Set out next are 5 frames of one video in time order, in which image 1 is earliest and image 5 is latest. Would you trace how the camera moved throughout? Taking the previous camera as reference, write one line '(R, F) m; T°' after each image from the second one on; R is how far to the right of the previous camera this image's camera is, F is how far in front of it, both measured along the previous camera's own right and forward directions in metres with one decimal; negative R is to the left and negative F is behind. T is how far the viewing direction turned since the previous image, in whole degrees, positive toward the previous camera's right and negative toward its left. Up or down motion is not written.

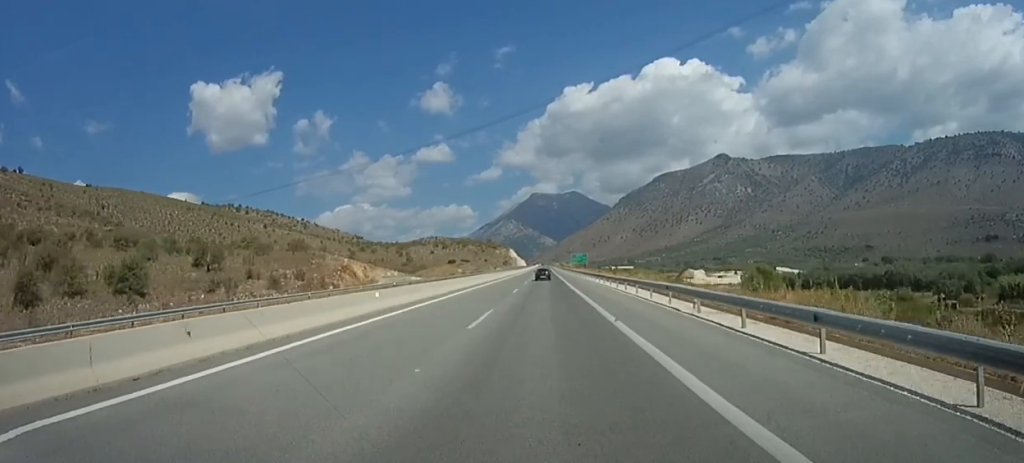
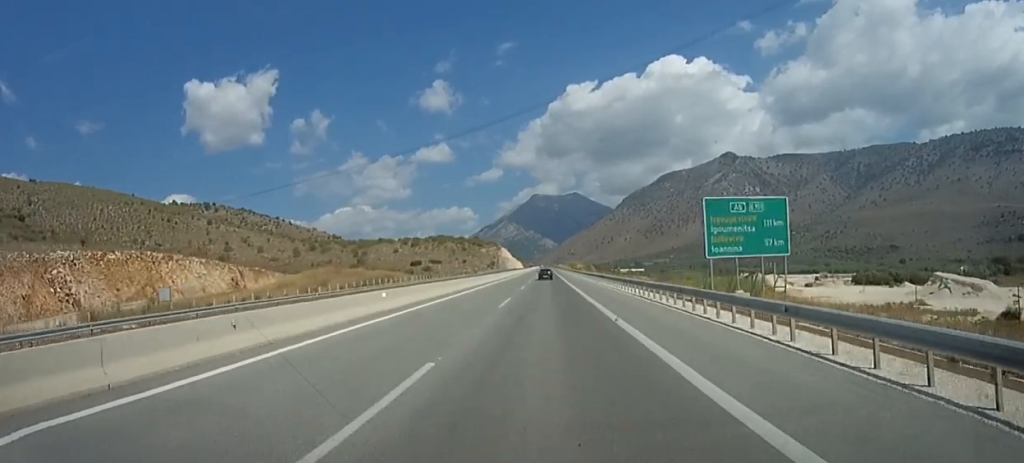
(+0.1, +117.4) m; 0°
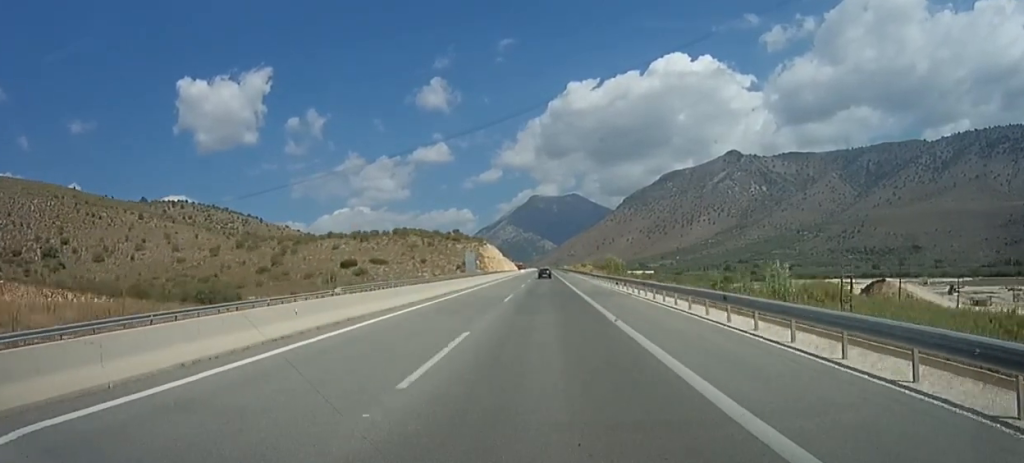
(-1.6, +103.7) m; 0°
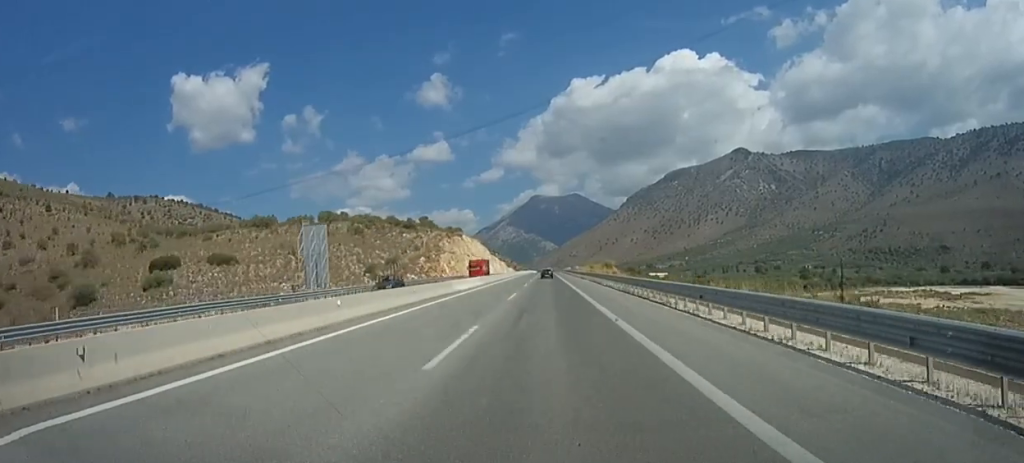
(+0.9, +106.1) m; 0°
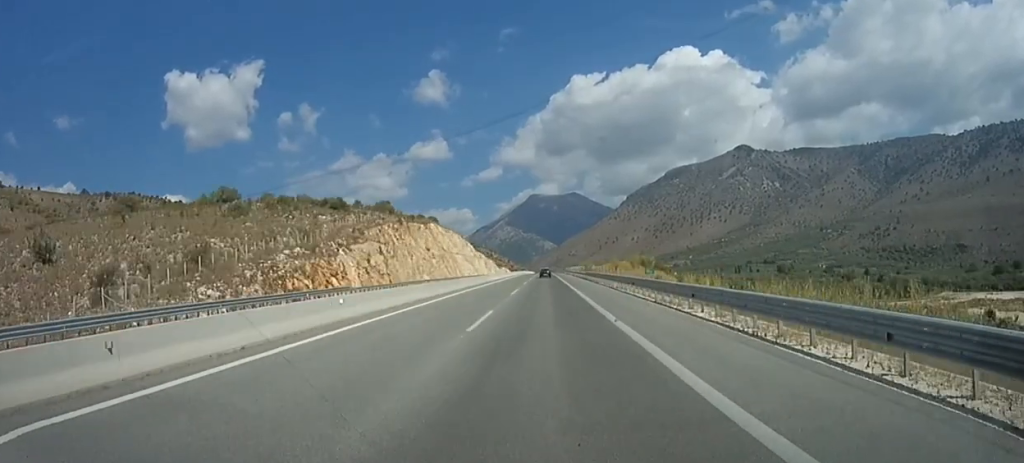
(-0.6, +67.0) m; 0°
